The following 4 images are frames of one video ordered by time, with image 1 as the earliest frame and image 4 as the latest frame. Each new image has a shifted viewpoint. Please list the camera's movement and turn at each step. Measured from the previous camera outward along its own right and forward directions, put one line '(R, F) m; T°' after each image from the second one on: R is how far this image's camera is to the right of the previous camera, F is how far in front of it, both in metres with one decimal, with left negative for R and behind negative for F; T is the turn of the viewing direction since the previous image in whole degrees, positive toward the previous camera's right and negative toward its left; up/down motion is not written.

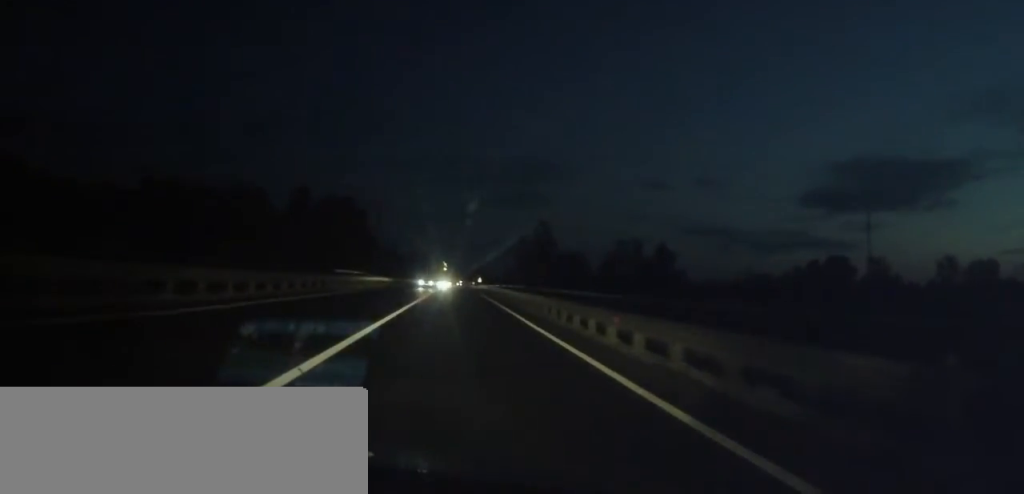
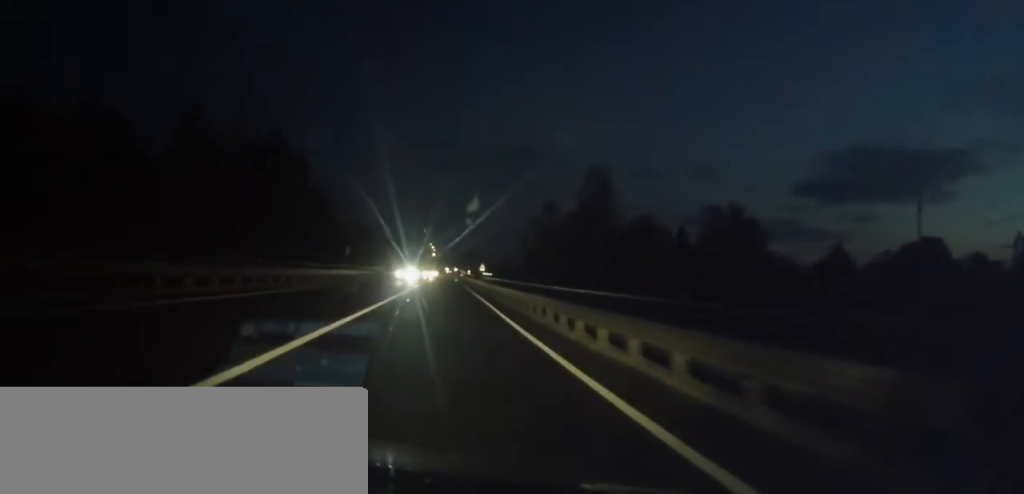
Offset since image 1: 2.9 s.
(+0.1, +56.4) m; +1°
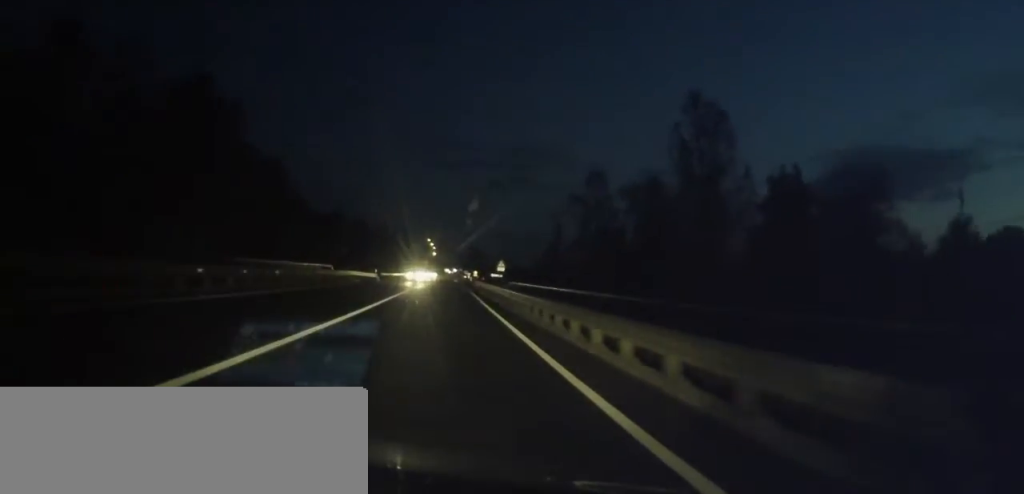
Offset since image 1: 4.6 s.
(0.0, +33.1) m; 0°
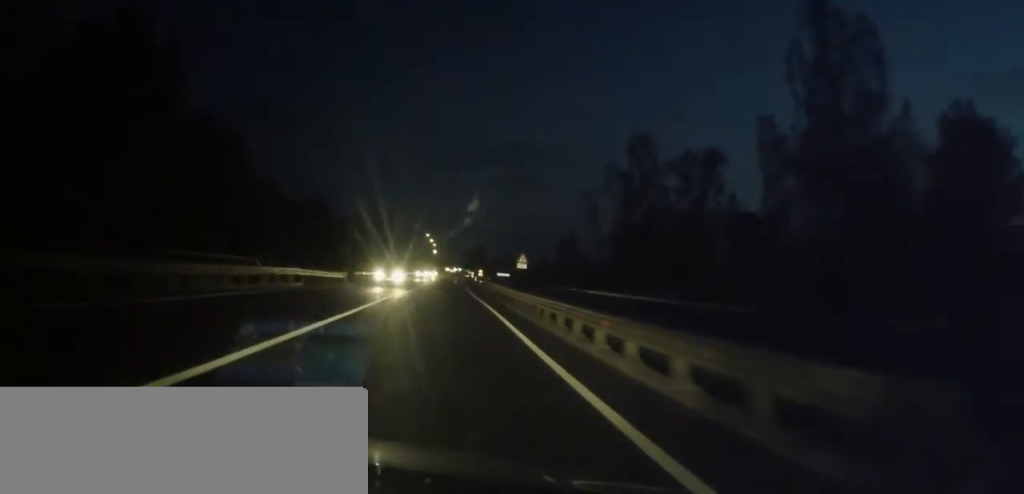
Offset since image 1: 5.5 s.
(0.0, +17.7) m; 0°
